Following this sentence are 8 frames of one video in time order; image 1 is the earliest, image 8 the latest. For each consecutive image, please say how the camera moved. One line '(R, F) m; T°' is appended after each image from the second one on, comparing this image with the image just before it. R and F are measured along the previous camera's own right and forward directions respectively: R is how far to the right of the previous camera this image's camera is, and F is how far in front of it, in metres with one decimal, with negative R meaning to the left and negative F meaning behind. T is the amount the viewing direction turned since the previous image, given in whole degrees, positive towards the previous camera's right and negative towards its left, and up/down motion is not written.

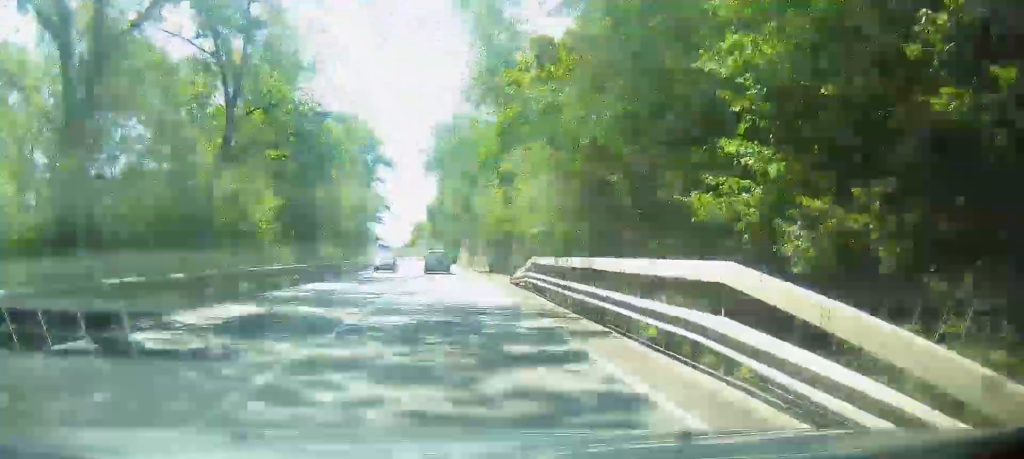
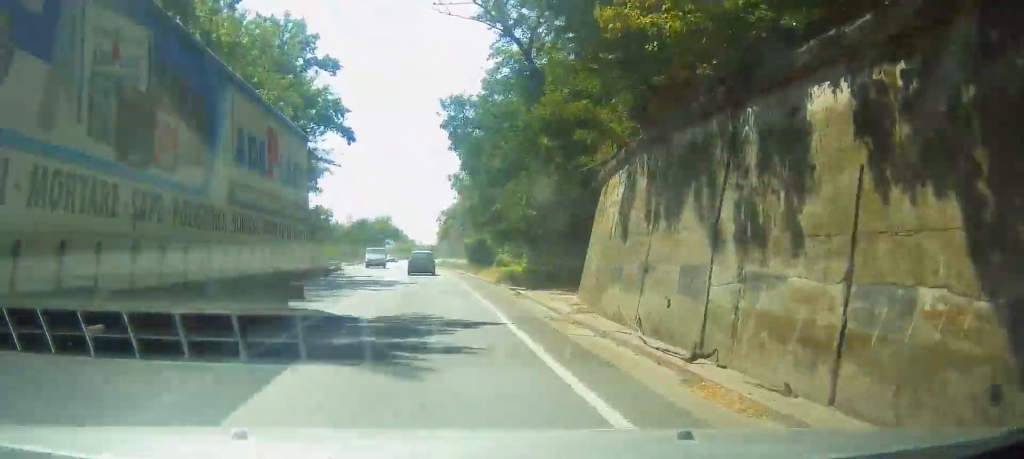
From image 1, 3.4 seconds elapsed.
(-1.9, +62.4) m; -4°
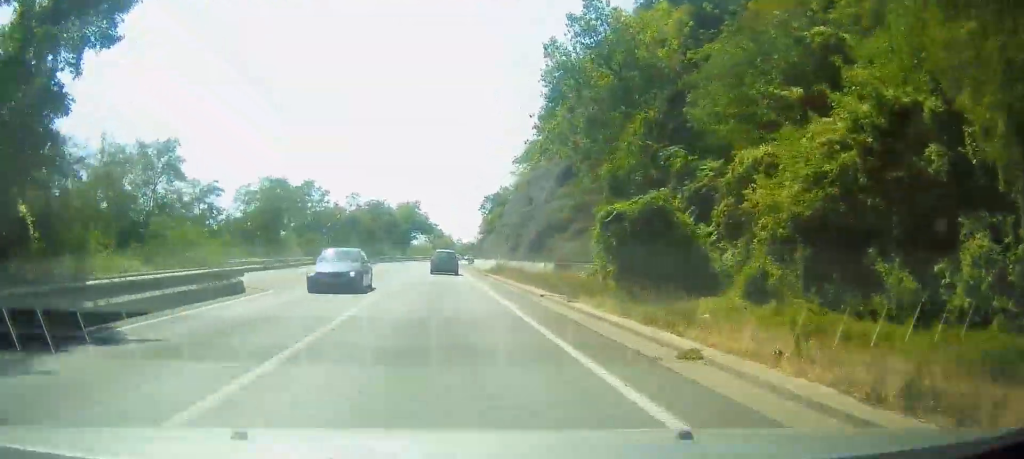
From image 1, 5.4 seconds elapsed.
(-0.9, +36.7) m; -2°
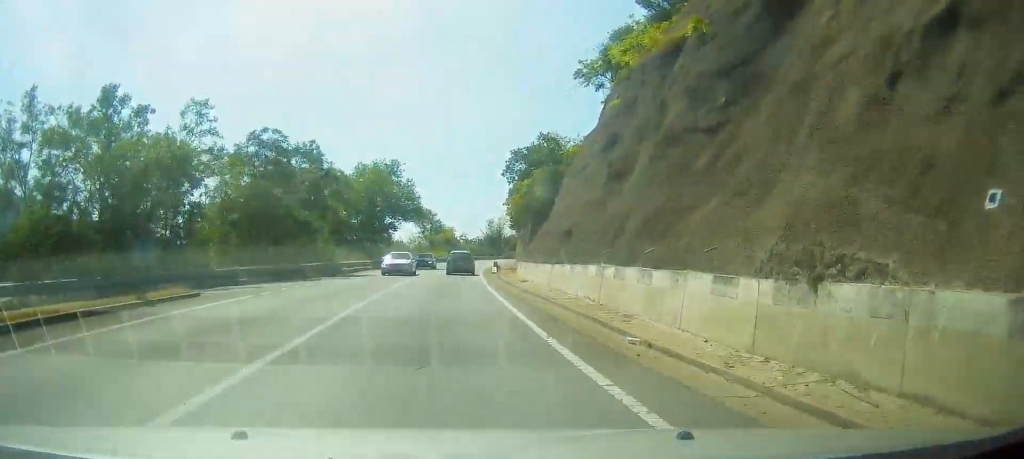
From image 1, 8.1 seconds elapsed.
(-0.6, +50.0) m; +1°
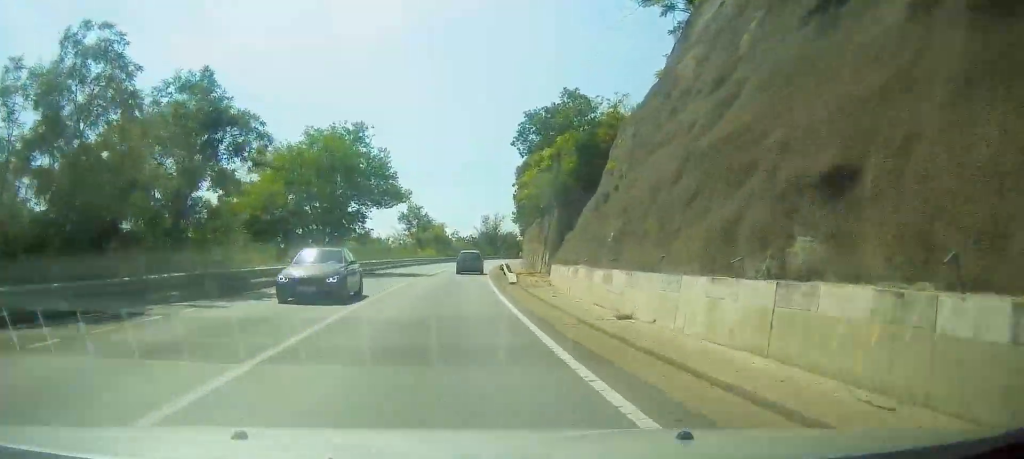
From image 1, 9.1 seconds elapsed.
(+0.1, +18.3) m; +1°
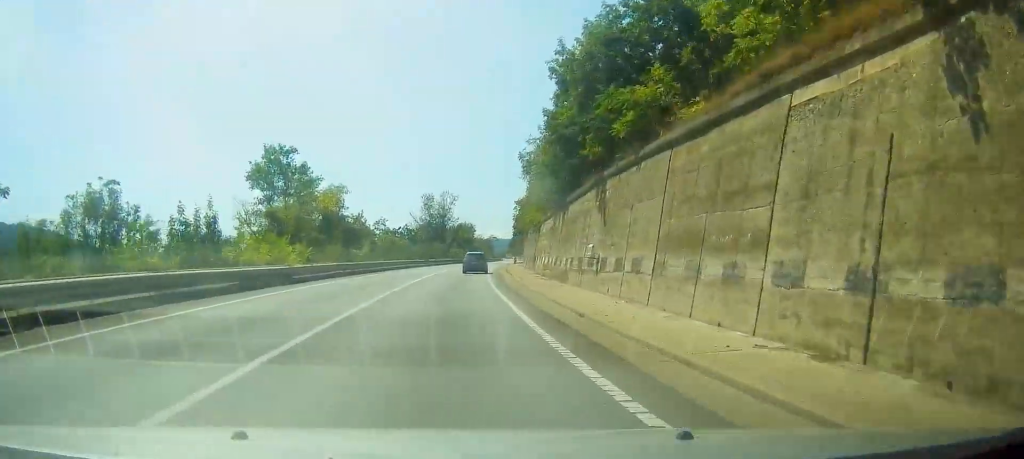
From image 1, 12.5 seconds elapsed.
(+2.0, +62.4) m; +5°
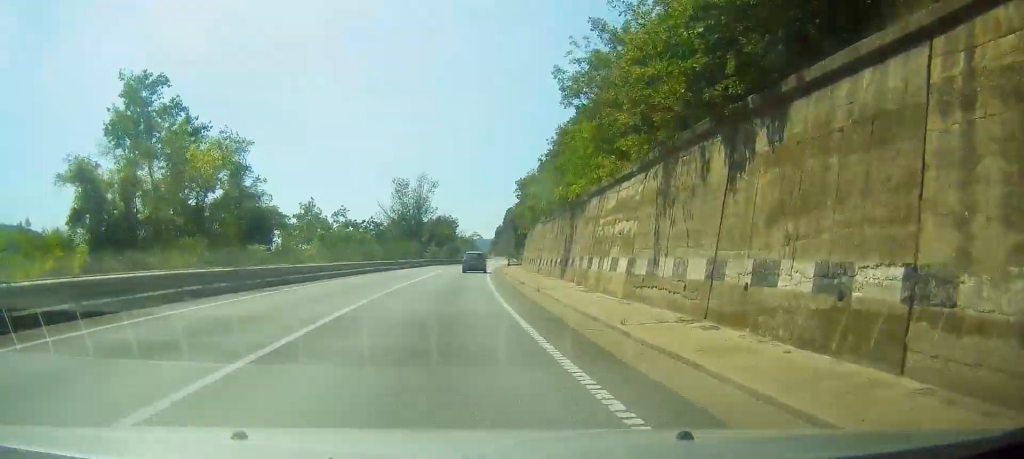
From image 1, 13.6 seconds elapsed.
(+0.7, +21.4) m; +2°
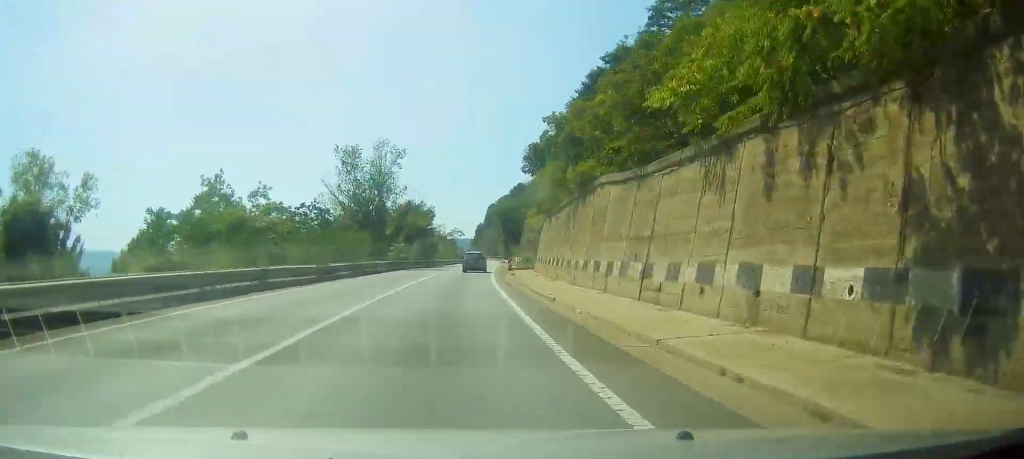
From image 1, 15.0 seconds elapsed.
(+0.6, +26.6) m; +2°
